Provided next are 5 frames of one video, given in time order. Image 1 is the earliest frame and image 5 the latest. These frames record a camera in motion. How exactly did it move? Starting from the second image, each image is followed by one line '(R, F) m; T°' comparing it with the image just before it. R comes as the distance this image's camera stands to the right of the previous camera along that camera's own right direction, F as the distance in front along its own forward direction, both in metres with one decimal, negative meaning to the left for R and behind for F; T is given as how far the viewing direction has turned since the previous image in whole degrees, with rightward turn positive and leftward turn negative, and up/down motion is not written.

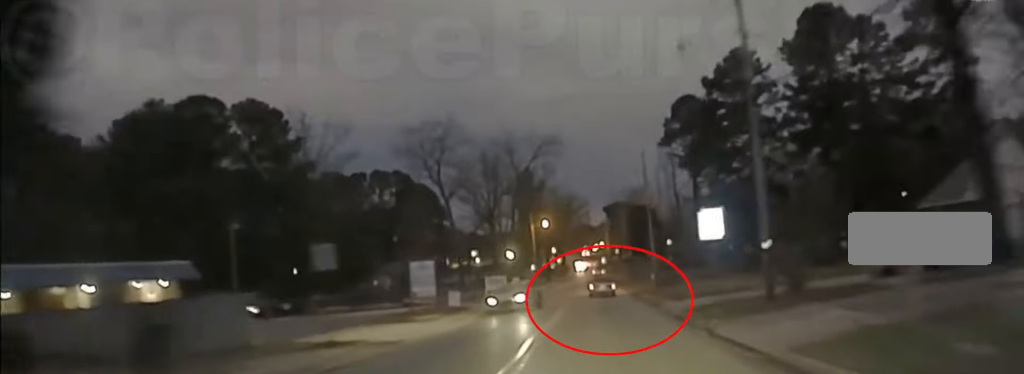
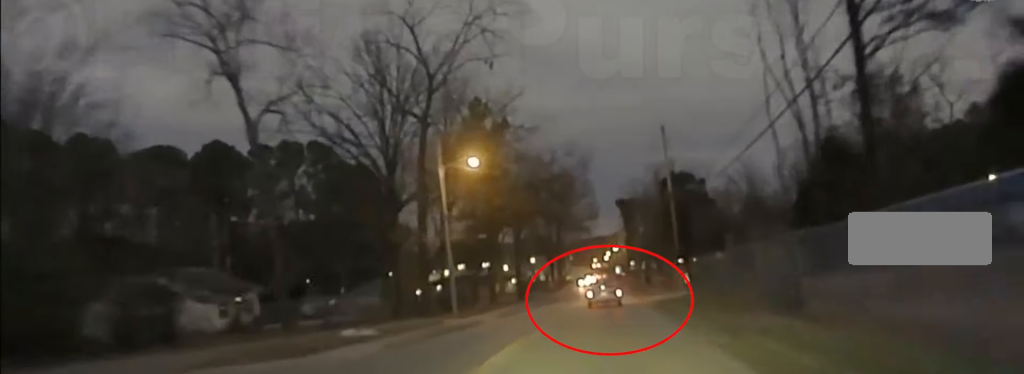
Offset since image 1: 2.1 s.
(-0.5, +71.5) m; 0°
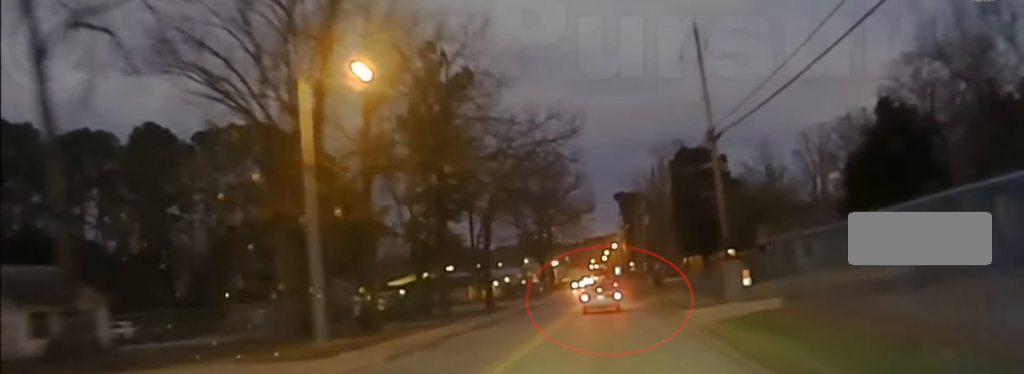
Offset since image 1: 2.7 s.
(0.0, +16.9) m; 0°
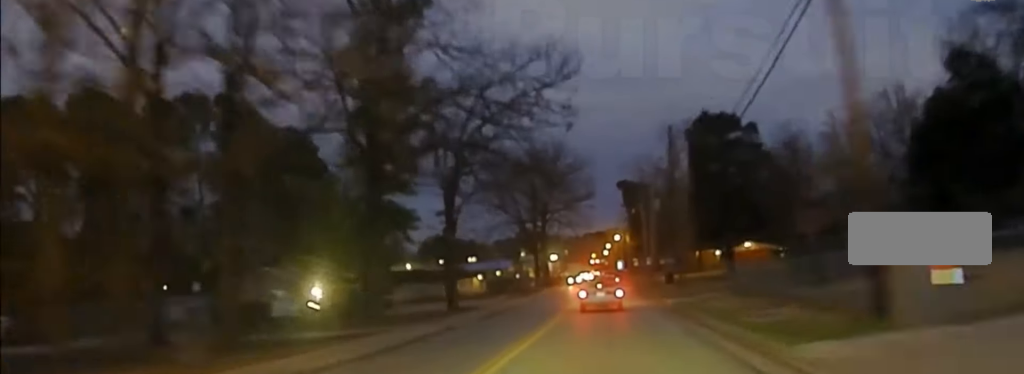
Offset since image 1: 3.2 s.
(0.0, +12.4) m; 0°
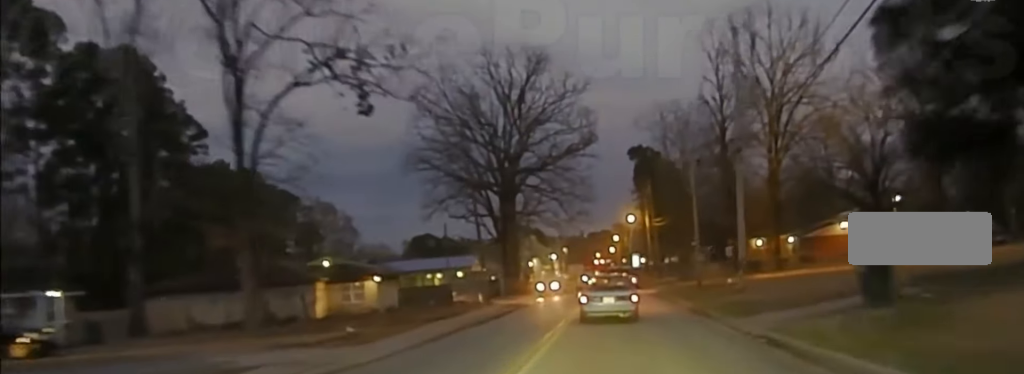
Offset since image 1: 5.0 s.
(-0.1, +49.3) m; 0°
